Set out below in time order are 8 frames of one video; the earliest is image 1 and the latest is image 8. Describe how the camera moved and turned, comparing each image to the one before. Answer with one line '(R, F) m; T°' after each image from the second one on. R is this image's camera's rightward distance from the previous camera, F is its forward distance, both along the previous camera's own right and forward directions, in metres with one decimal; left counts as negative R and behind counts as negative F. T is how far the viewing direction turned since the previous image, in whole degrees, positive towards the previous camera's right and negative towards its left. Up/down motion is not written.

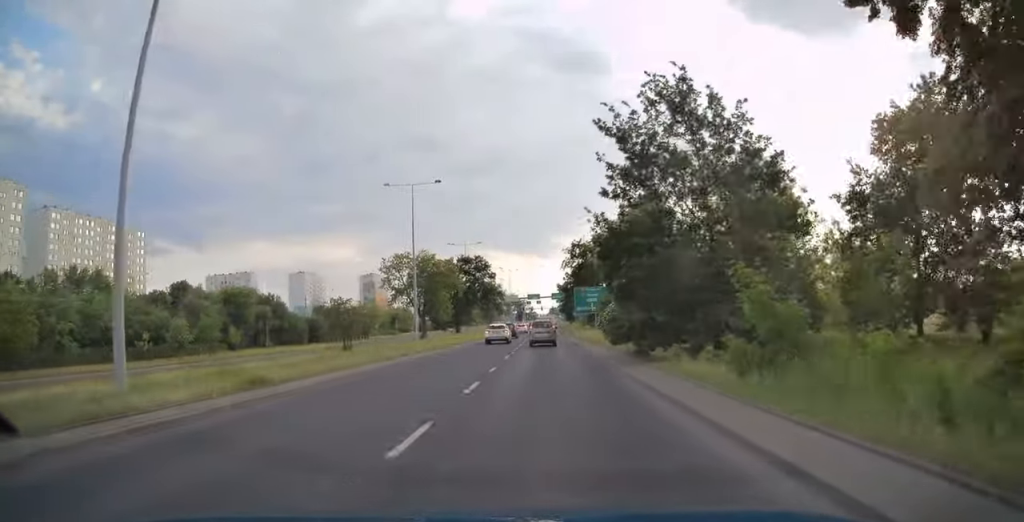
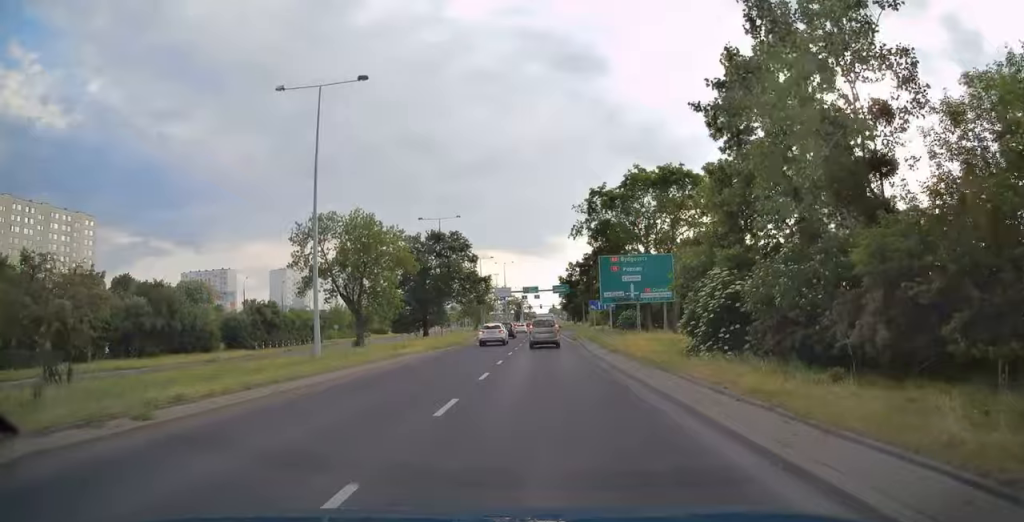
(+0.3, +27.9) m; 0°
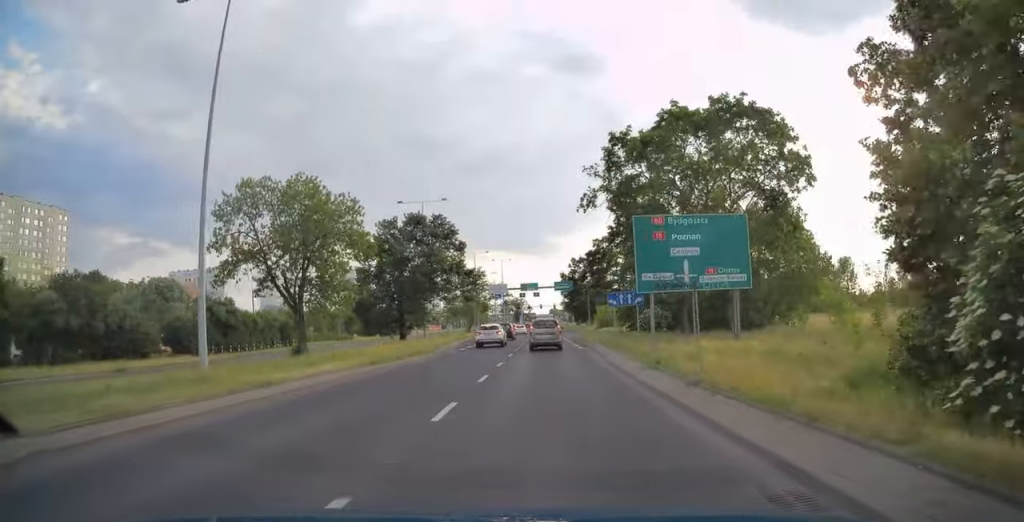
(0.0, +12.6) m; -1°
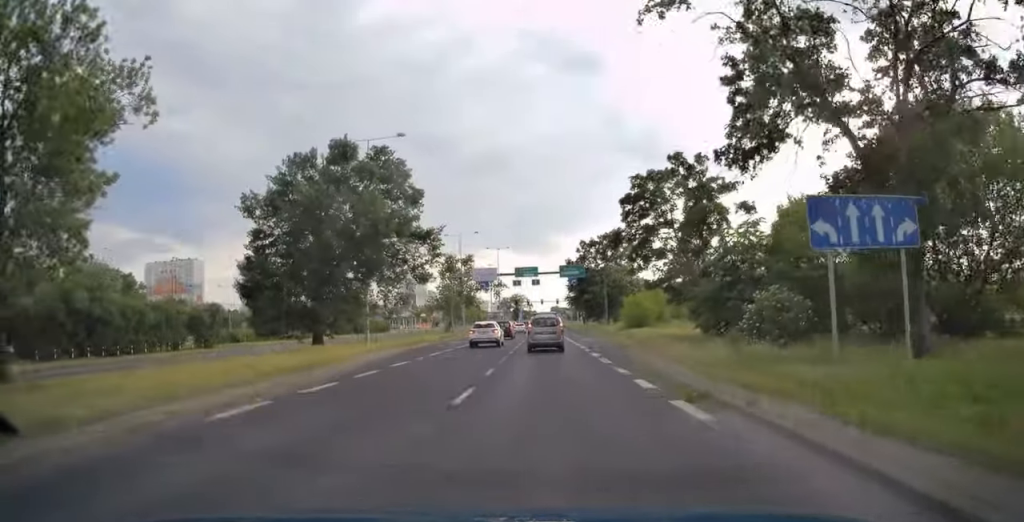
(-0.4, +24.6) m; -1°
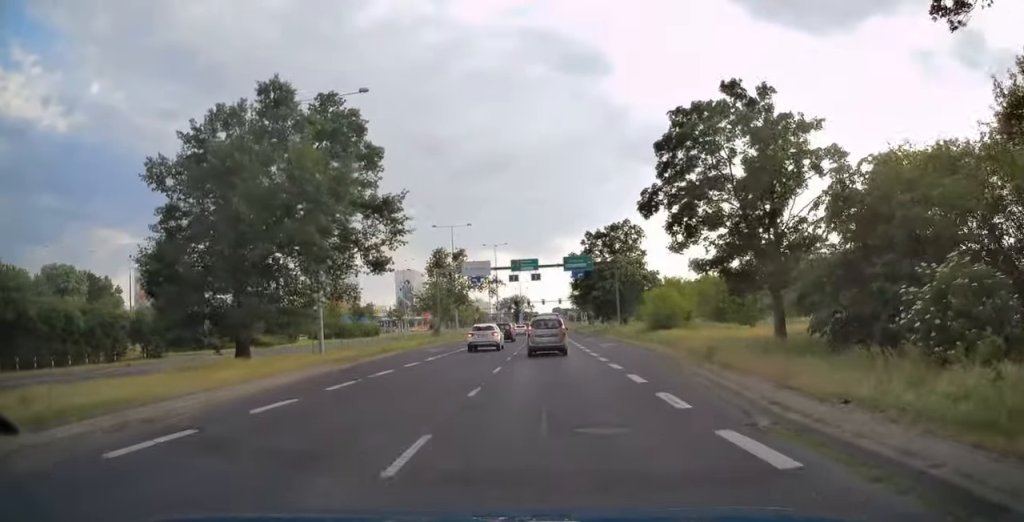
(0.0, +10.8) m; +1°
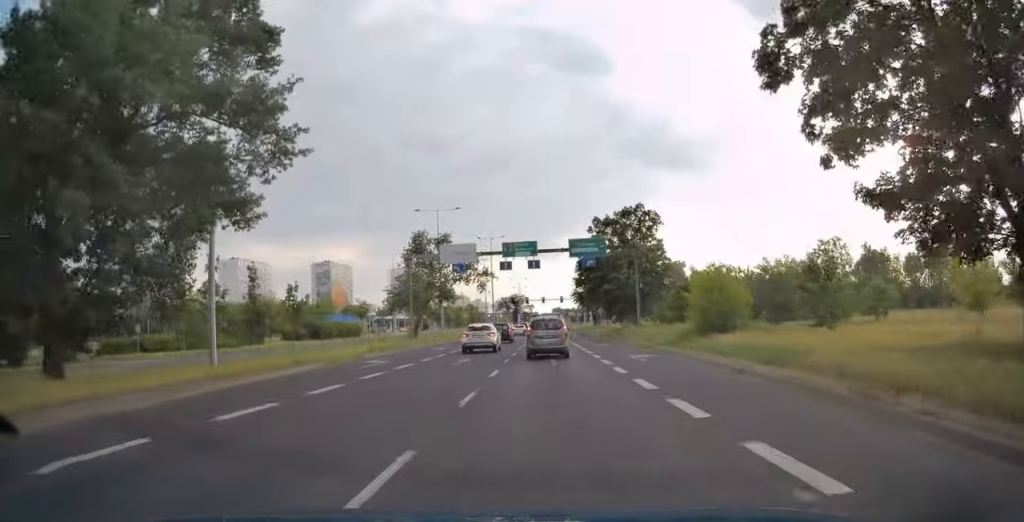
(+0.2, +13.5) m; +2°
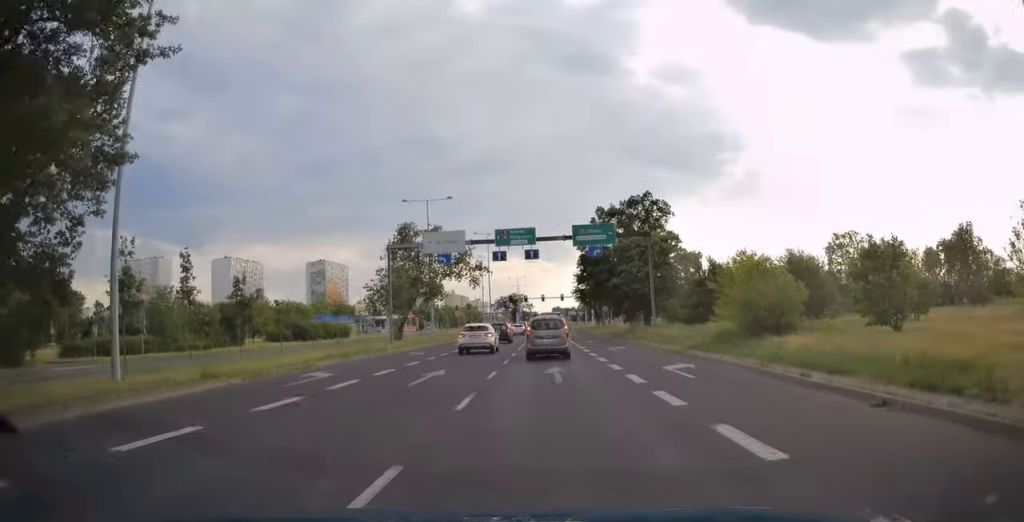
(+0.1, +6.9) m; 0°
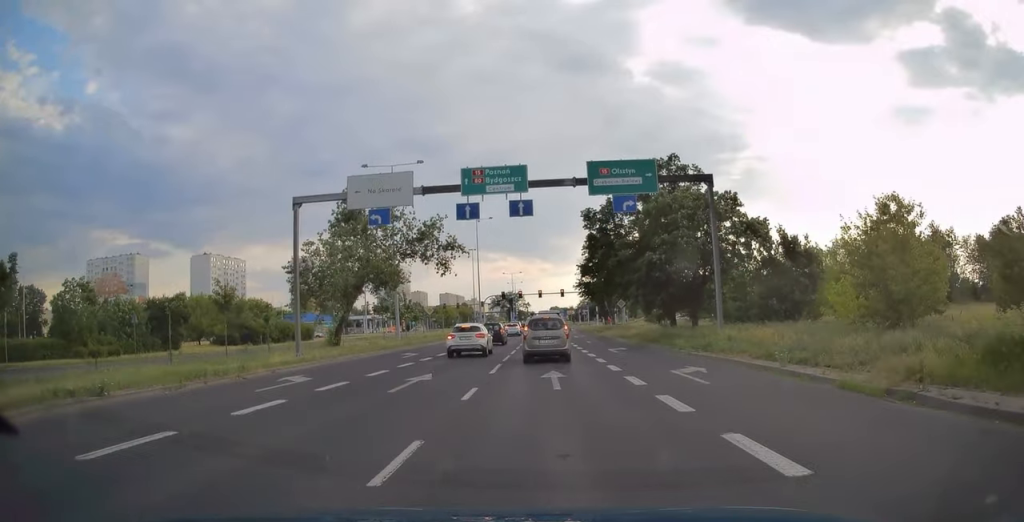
(-0.3, +17.3) m; -2°
